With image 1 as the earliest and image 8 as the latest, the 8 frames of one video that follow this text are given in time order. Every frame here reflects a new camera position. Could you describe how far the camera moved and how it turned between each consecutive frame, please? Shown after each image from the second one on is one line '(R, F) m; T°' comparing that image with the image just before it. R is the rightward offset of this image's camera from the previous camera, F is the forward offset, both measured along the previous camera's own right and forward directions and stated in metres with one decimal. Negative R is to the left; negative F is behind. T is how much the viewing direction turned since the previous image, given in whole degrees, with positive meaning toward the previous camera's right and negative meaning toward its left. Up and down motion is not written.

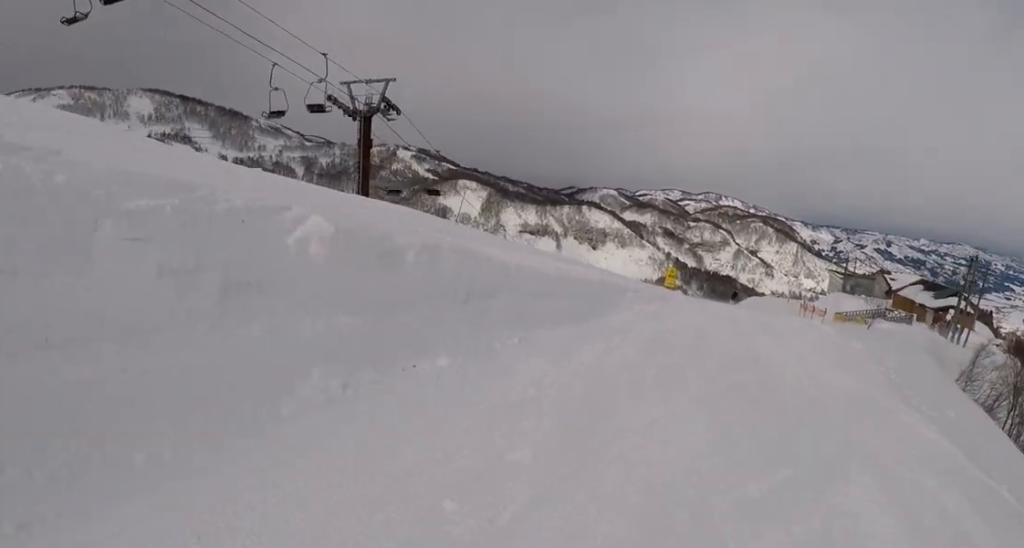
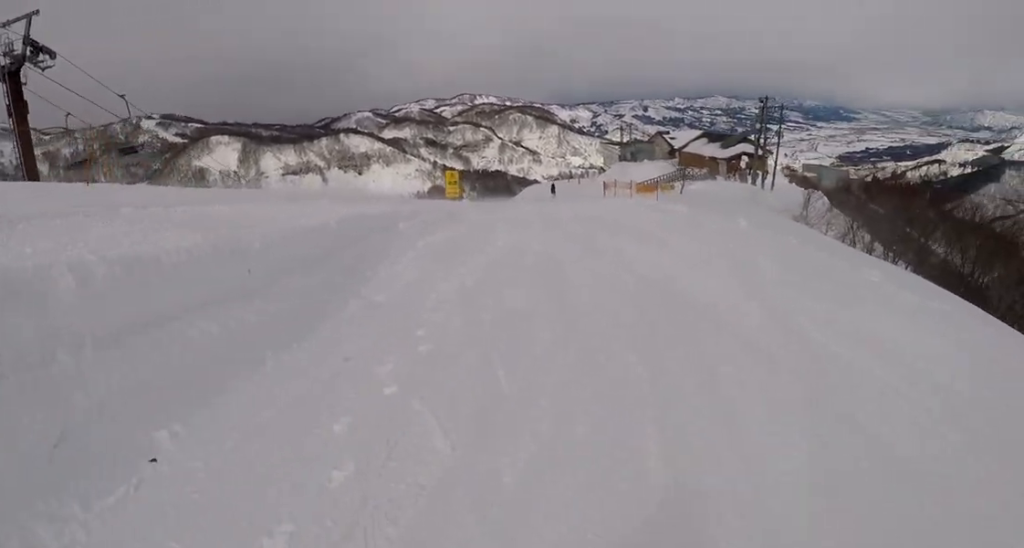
(+1.4, +8.6) m; +9°
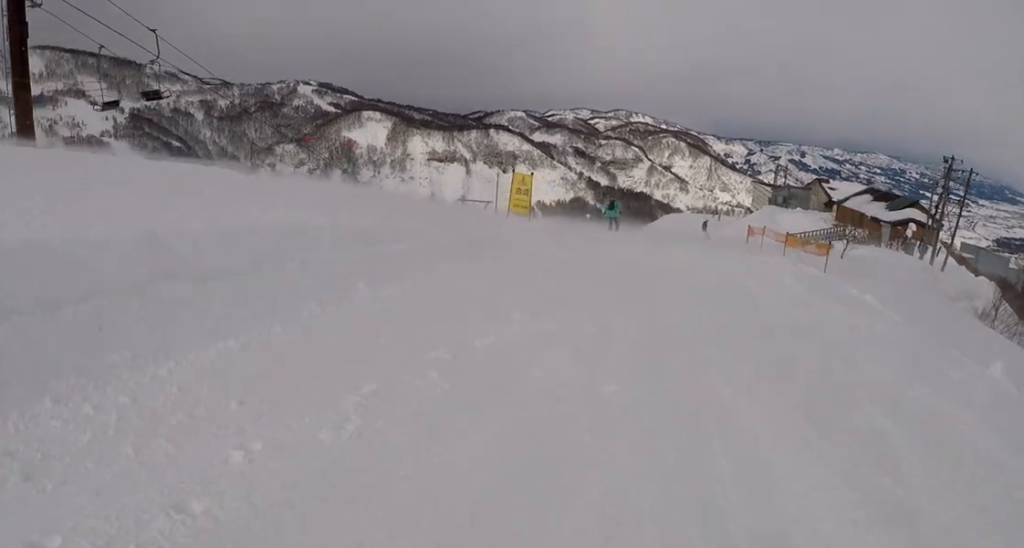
(-0.6, +8.1) m; -8°
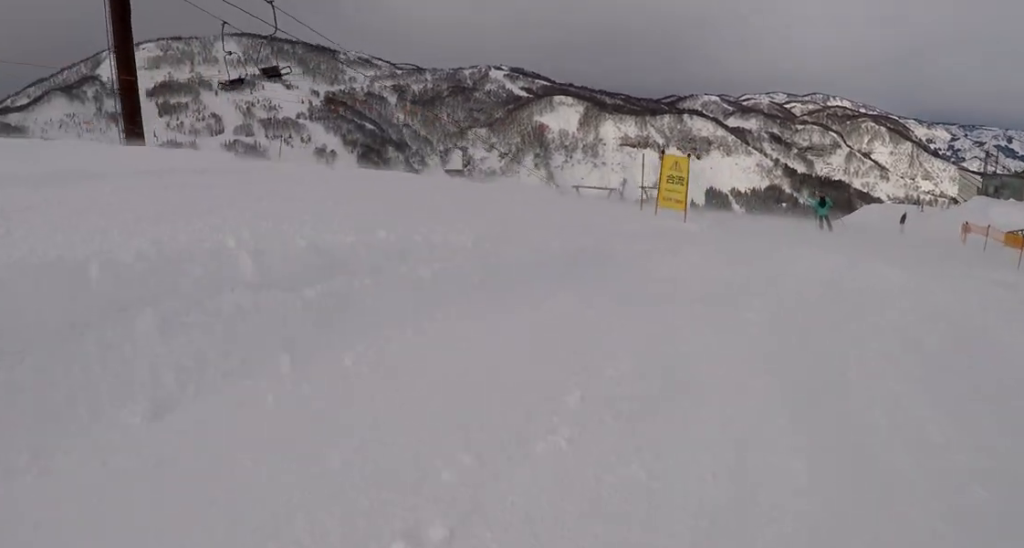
(-0.5, +4.0) m; -2°
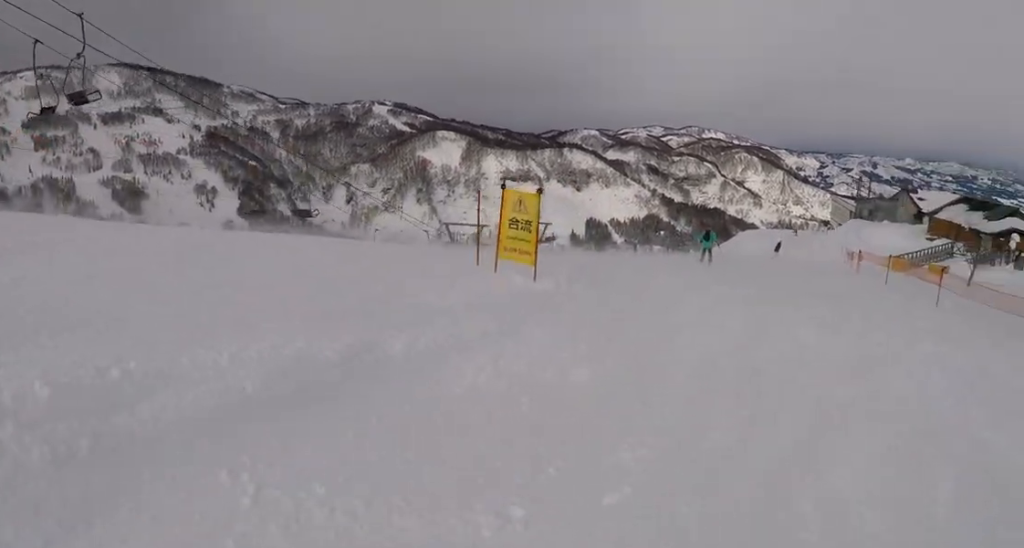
(+0.3, +3.4) m; +5°
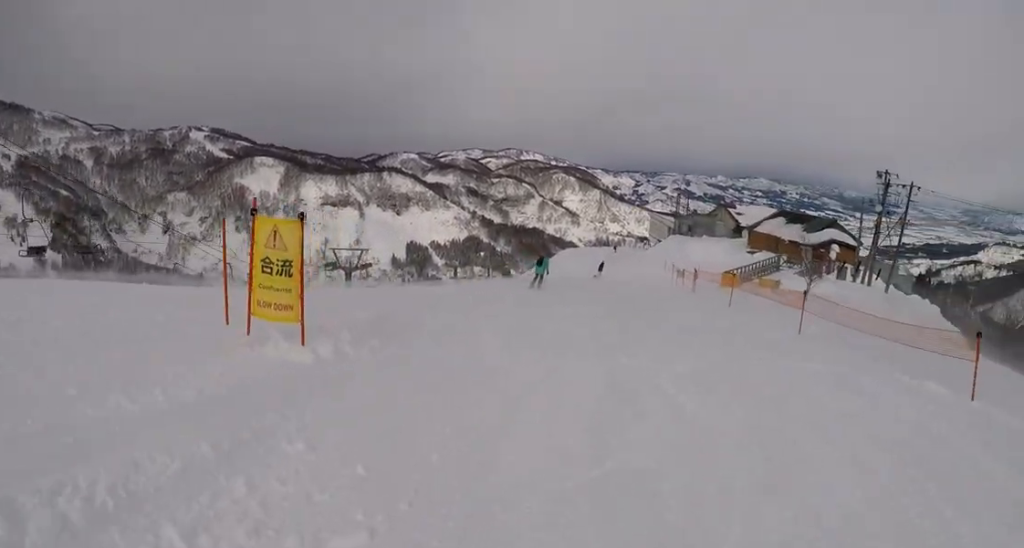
(+0.1, +2.5) m; +2°
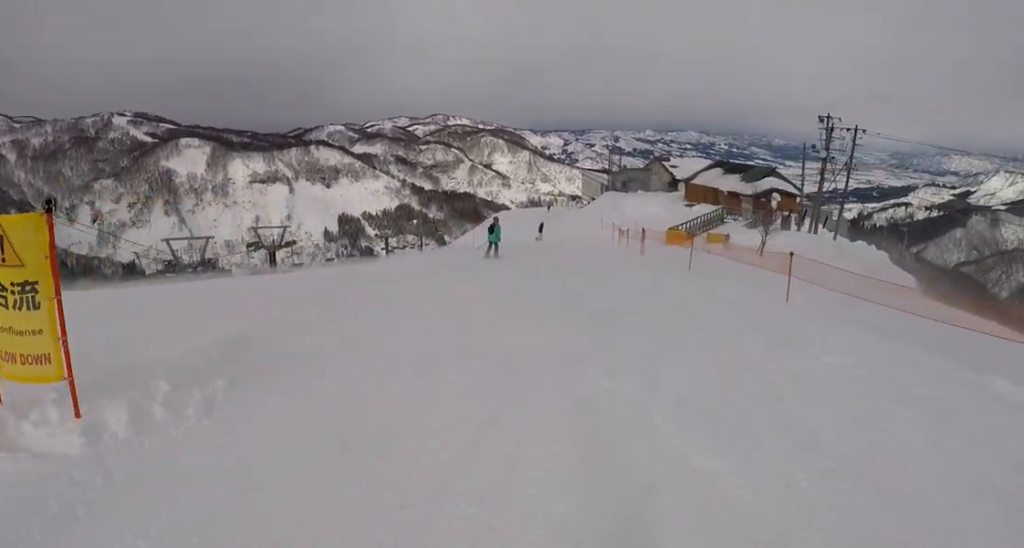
(+0.1, +2.6) m; -4°
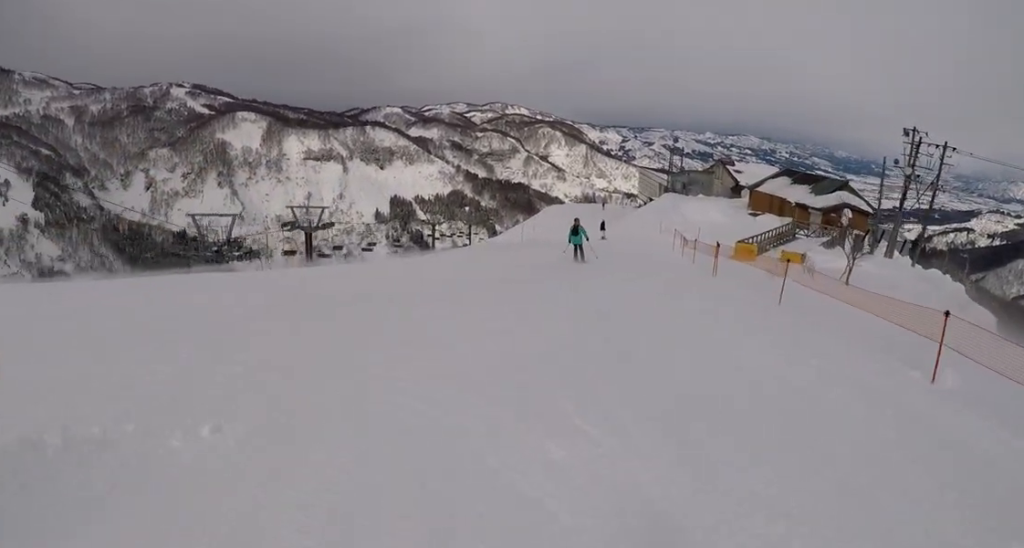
(+0.1, +3.3) m; -3°
